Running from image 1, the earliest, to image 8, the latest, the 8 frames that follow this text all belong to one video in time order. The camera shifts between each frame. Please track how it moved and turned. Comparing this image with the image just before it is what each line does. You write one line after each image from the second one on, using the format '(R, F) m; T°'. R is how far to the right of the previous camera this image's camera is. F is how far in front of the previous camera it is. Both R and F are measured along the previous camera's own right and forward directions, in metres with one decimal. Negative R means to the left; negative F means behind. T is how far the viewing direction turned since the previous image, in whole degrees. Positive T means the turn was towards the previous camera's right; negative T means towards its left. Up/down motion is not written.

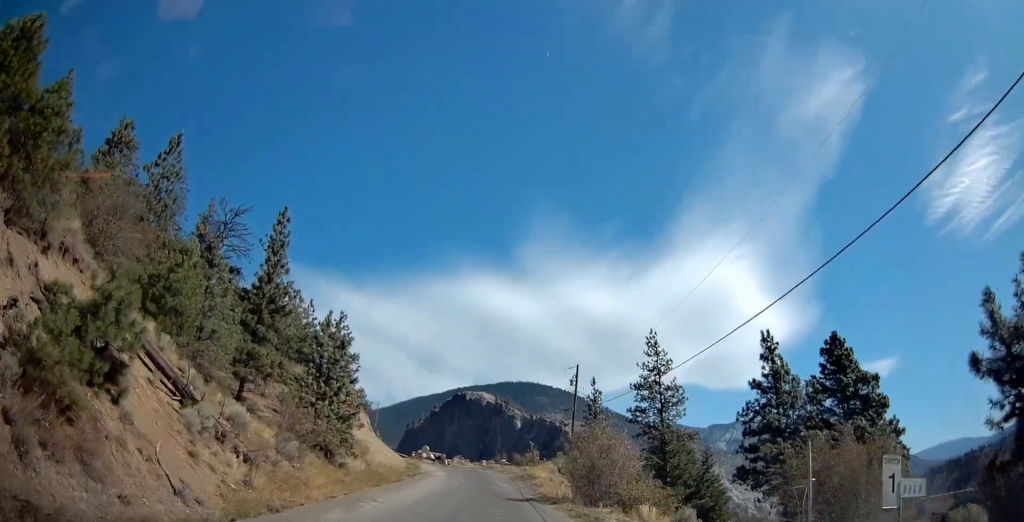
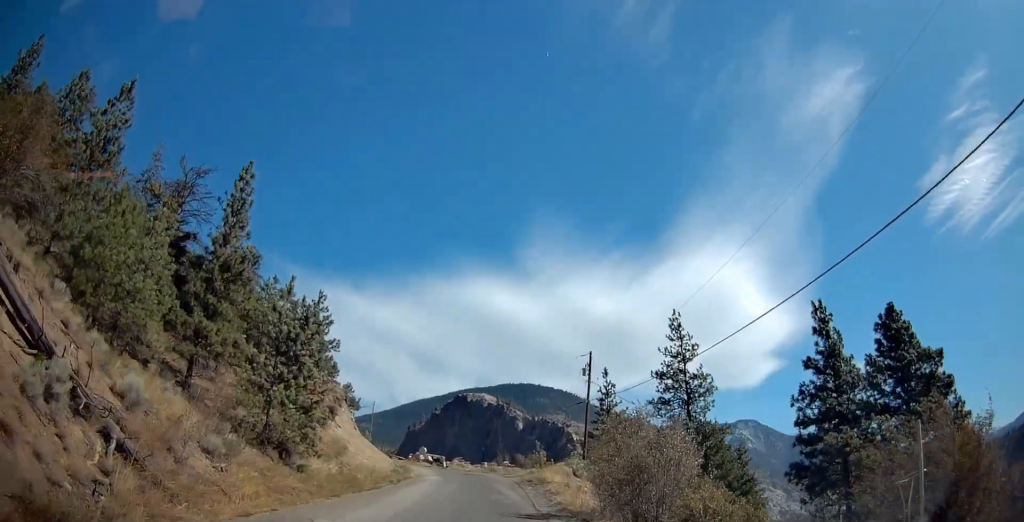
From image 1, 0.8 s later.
(-0.1, +7.0) m; -1°
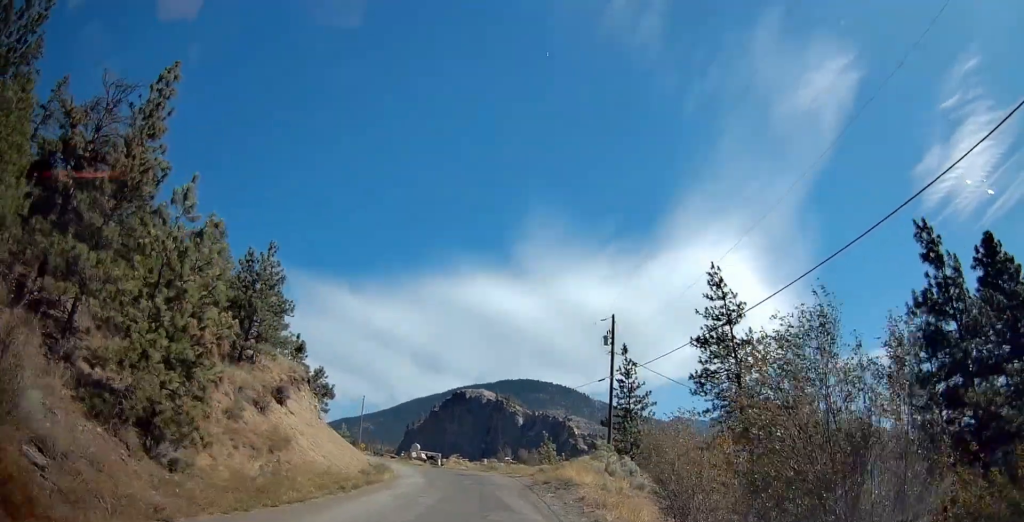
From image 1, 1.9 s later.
(+0.1, +10.3) m; +2°
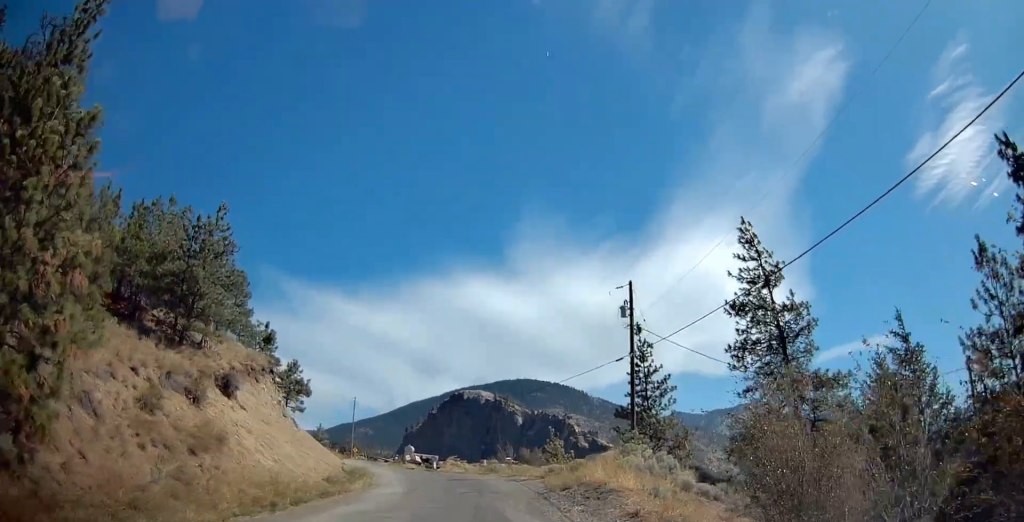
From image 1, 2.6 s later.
(+0.3, +6.7) m; 0°
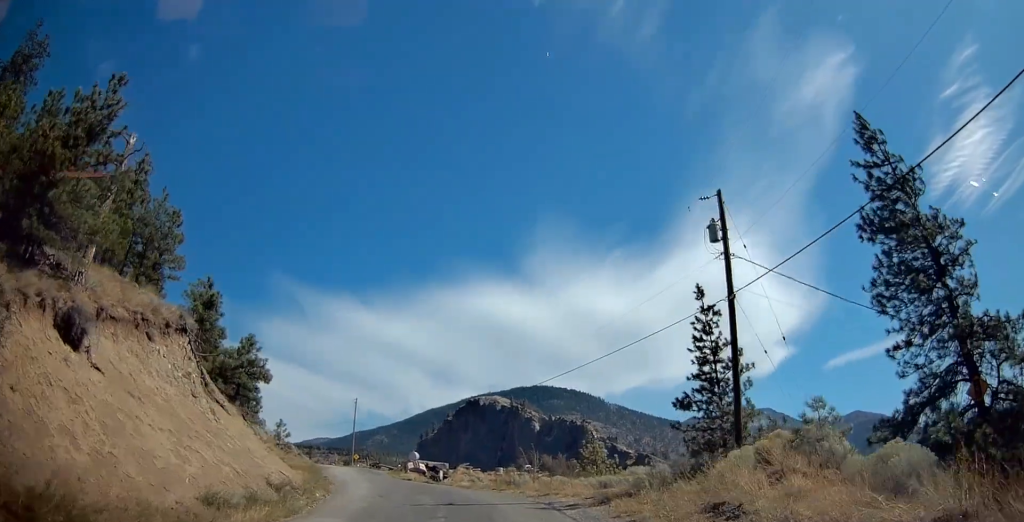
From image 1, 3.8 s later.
(-0.4, +12.2) m; -3°
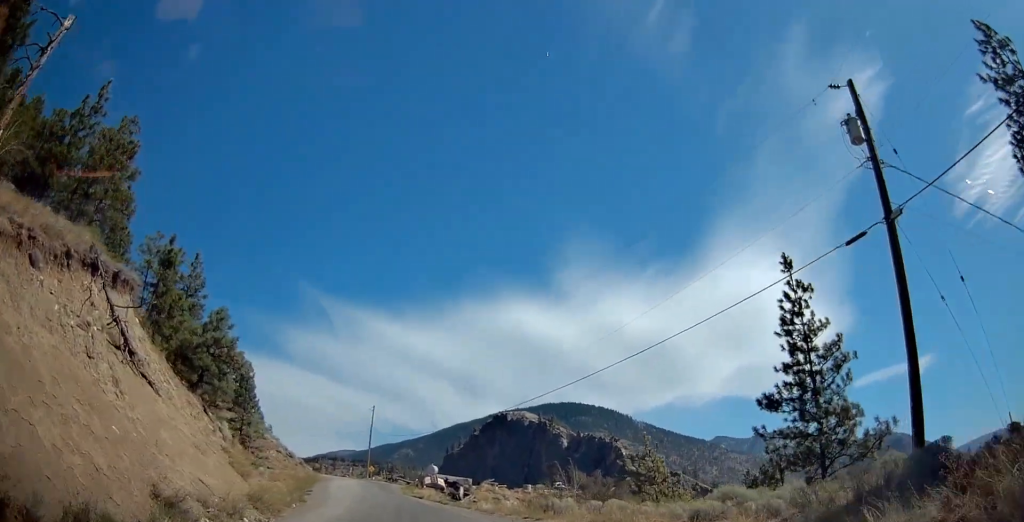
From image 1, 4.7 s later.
(0.0, +8.0) m; -1°
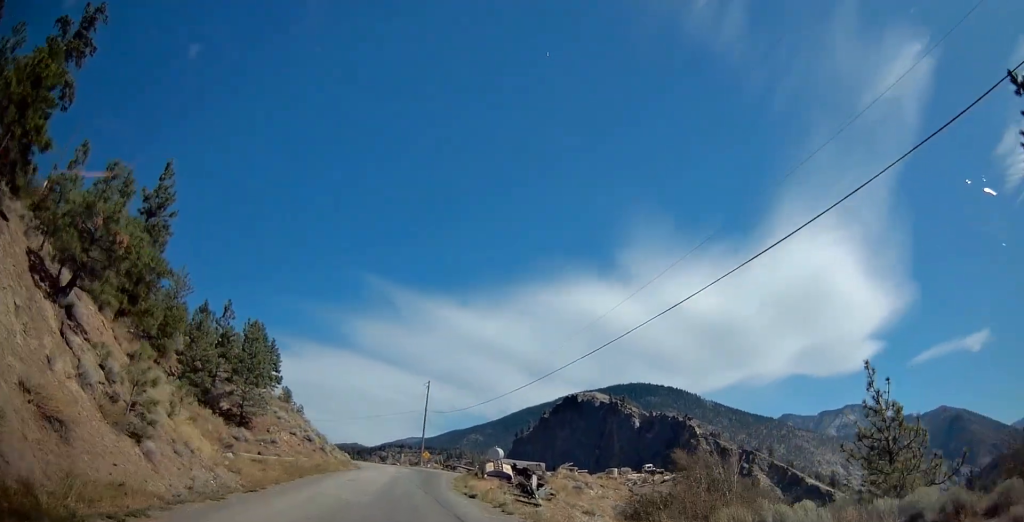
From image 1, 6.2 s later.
(-0.5, +14.8) m; -4°
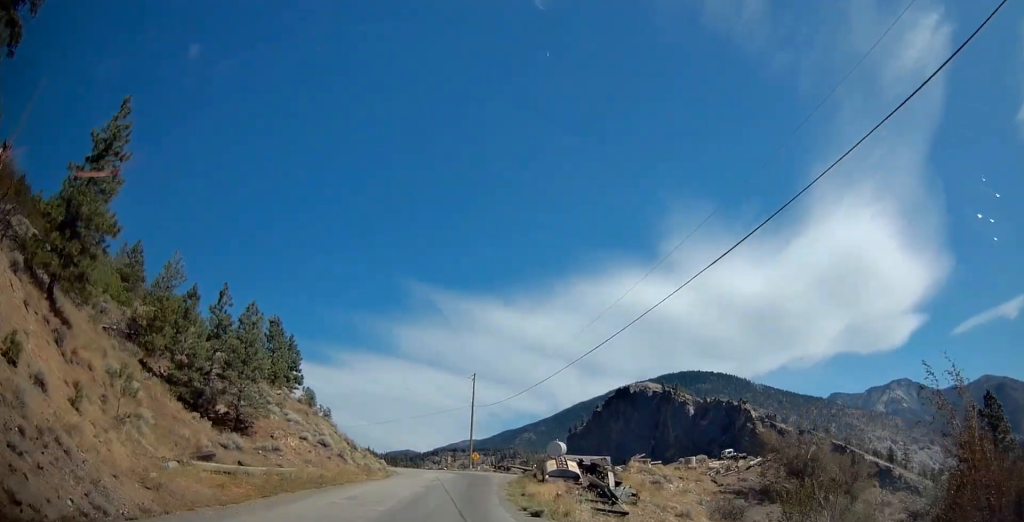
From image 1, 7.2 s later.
(-0.4, +10.0) m; -6°
